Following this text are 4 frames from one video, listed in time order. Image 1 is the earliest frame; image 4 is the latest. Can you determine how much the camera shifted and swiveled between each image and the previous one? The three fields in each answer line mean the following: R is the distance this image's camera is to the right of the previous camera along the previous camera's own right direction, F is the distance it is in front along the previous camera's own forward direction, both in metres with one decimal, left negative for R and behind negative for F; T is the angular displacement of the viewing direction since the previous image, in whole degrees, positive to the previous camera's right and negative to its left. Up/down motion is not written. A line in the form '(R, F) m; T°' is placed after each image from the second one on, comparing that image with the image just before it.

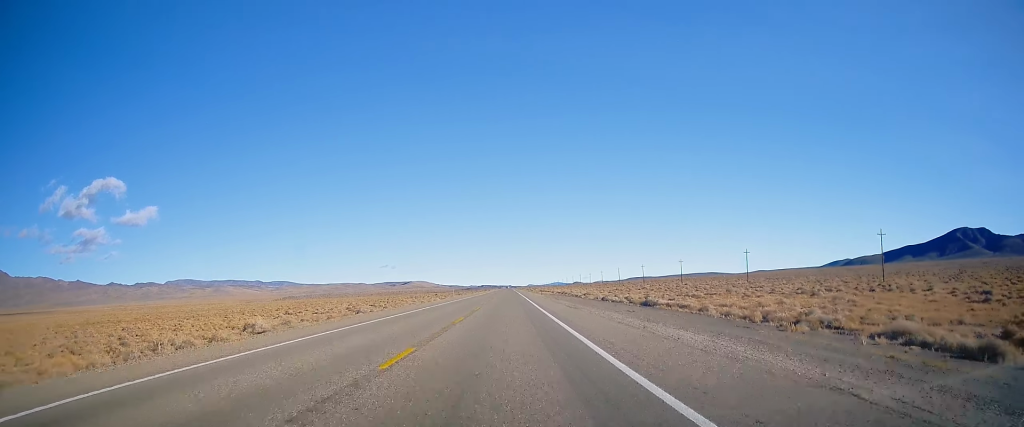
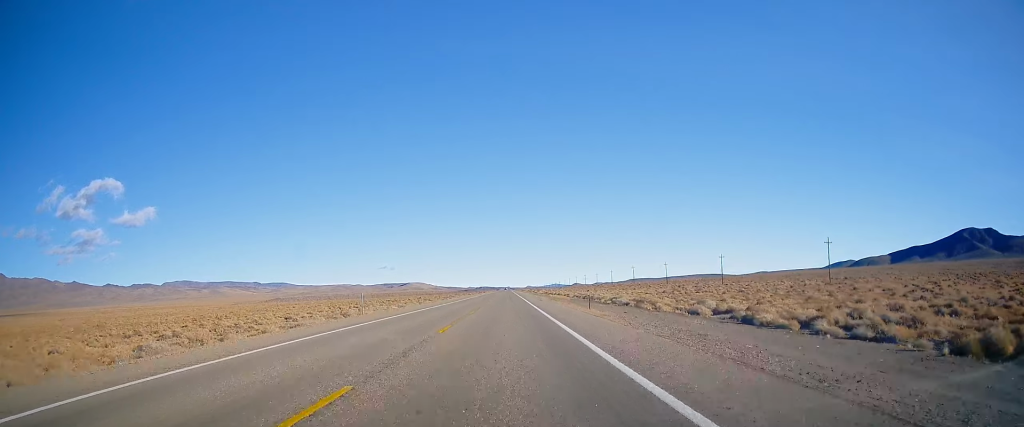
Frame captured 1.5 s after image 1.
(+0.2, +53.0) m; 0°
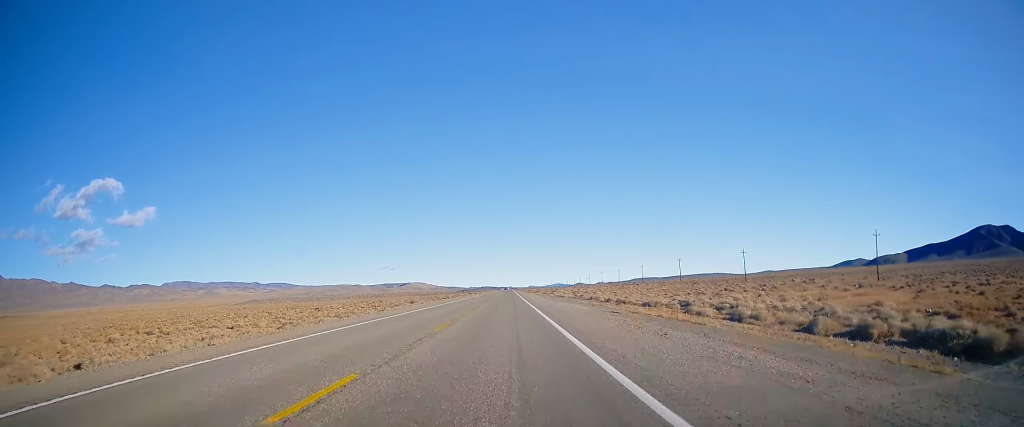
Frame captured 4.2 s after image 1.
(+0.3, +95.9) m; 0°
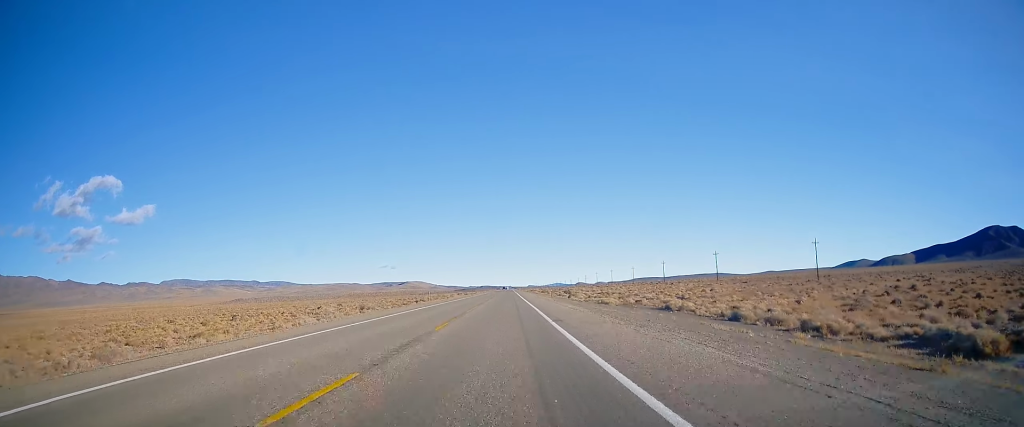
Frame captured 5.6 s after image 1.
(-0.2, +48.6) m; 0°
